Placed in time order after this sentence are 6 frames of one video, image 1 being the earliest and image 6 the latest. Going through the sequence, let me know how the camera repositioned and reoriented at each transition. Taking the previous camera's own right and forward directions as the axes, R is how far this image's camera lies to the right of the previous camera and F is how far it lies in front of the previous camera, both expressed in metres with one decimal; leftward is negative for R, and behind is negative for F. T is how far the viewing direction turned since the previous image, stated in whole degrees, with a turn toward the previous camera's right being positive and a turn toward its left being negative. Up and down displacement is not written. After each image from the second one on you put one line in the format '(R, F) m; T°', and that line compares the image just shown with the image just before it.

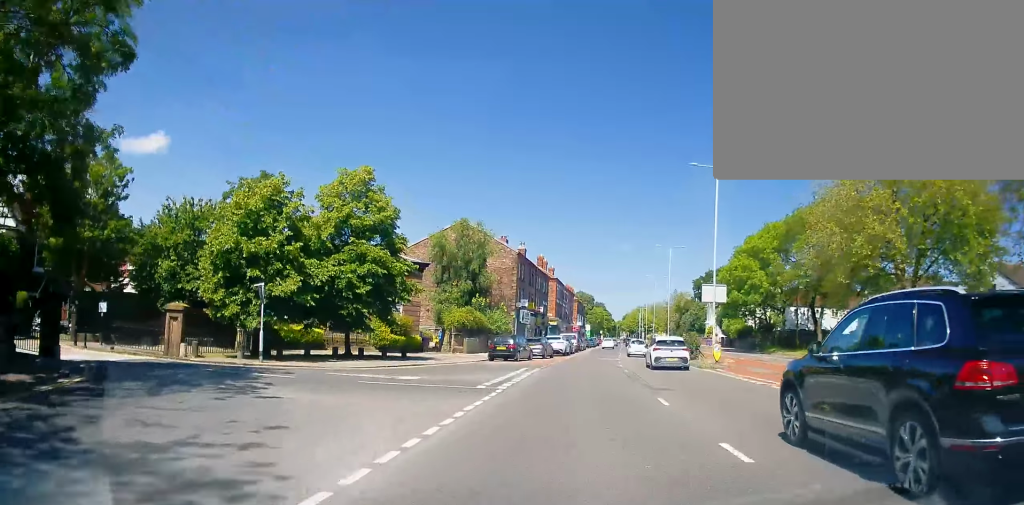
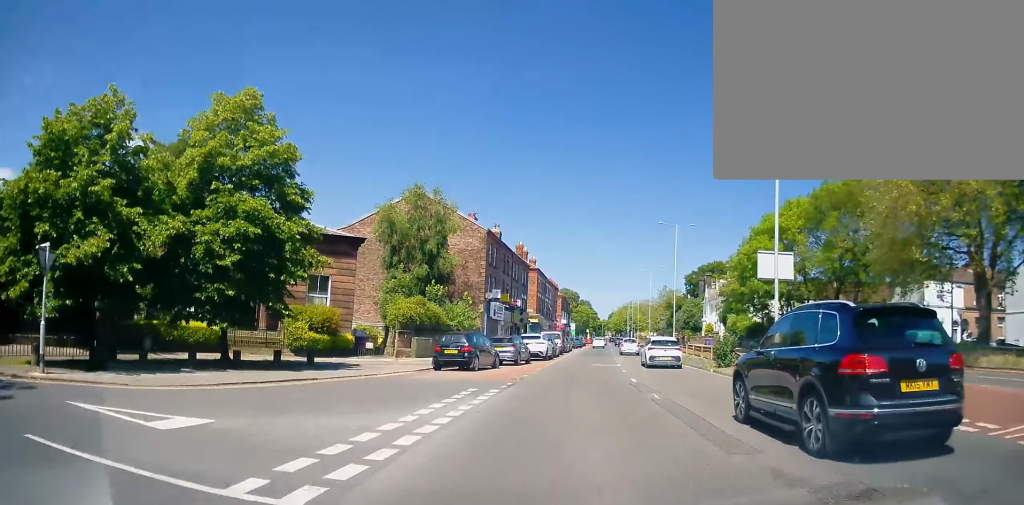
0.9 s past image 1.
(+0.2, +11.2) m; +1°
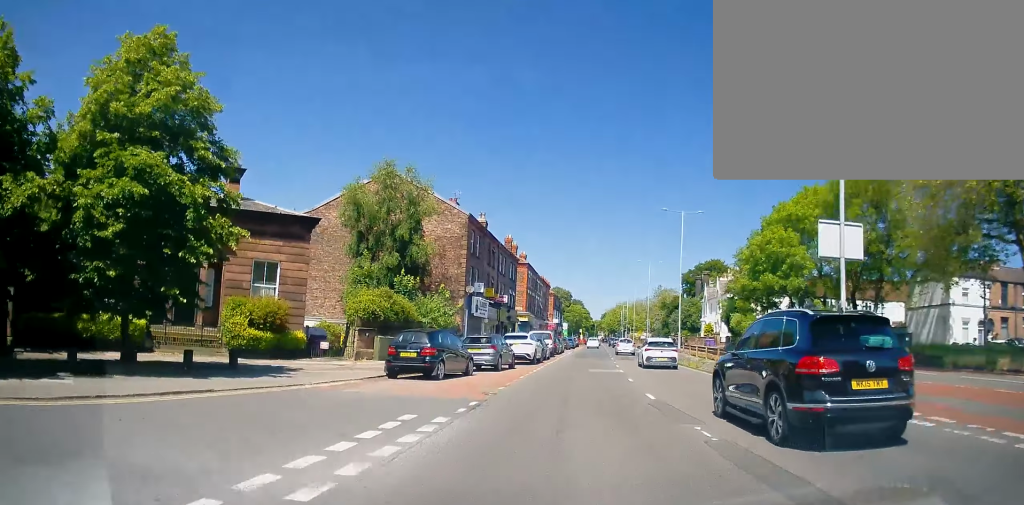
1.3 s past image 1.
(0.0, +5.4) m; +1°
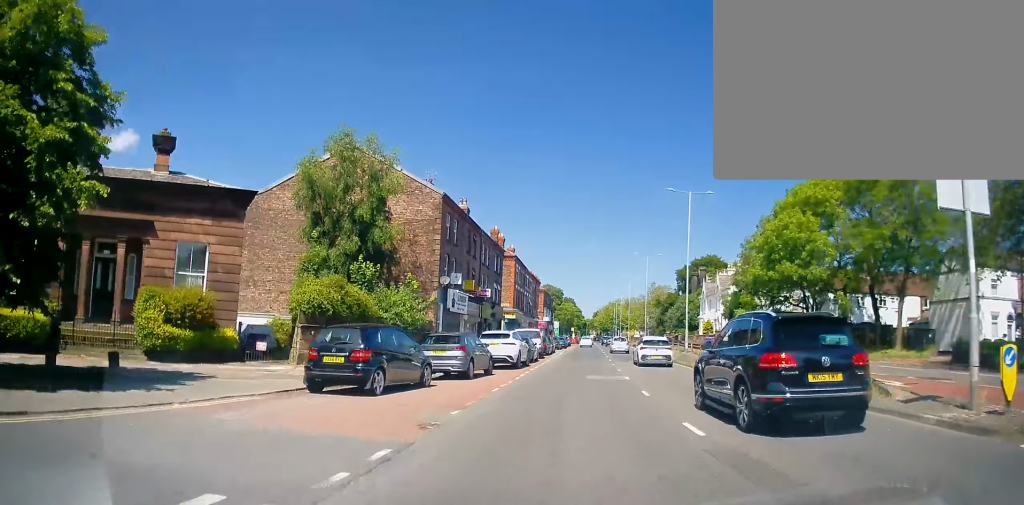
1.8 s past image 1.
(0.0, +5.5) m; +1°
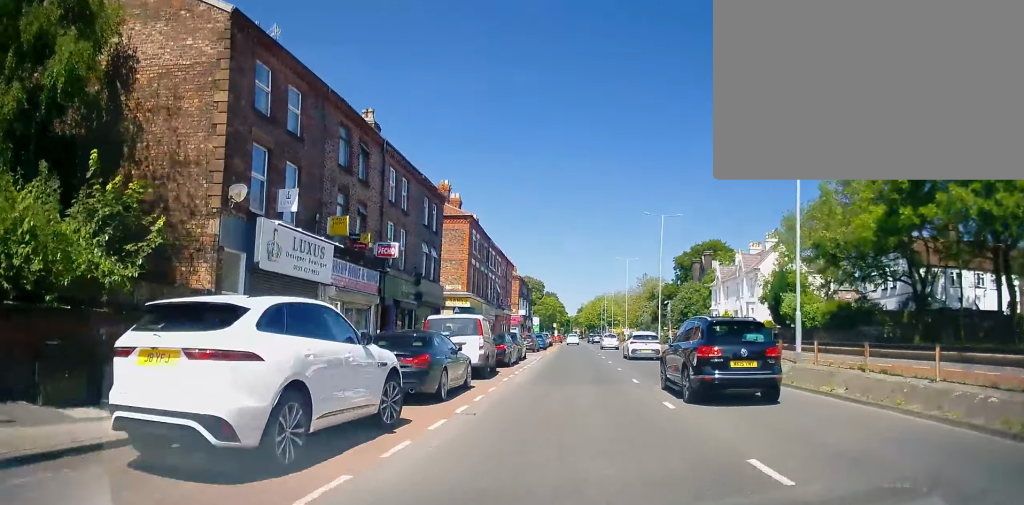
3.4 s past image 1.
(+0.7, +20.5) m; +3°
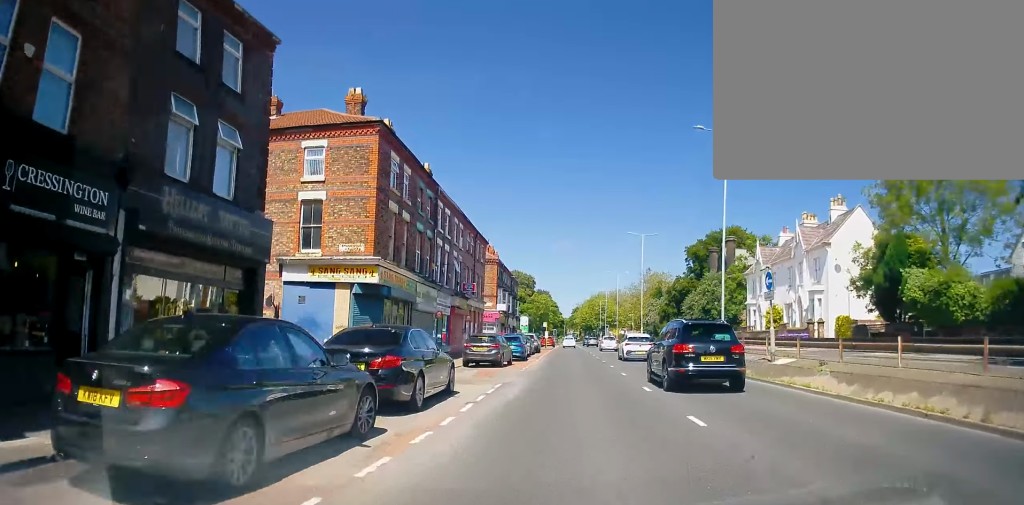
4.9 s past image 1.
(-0.5, +20.3) m; -1°
